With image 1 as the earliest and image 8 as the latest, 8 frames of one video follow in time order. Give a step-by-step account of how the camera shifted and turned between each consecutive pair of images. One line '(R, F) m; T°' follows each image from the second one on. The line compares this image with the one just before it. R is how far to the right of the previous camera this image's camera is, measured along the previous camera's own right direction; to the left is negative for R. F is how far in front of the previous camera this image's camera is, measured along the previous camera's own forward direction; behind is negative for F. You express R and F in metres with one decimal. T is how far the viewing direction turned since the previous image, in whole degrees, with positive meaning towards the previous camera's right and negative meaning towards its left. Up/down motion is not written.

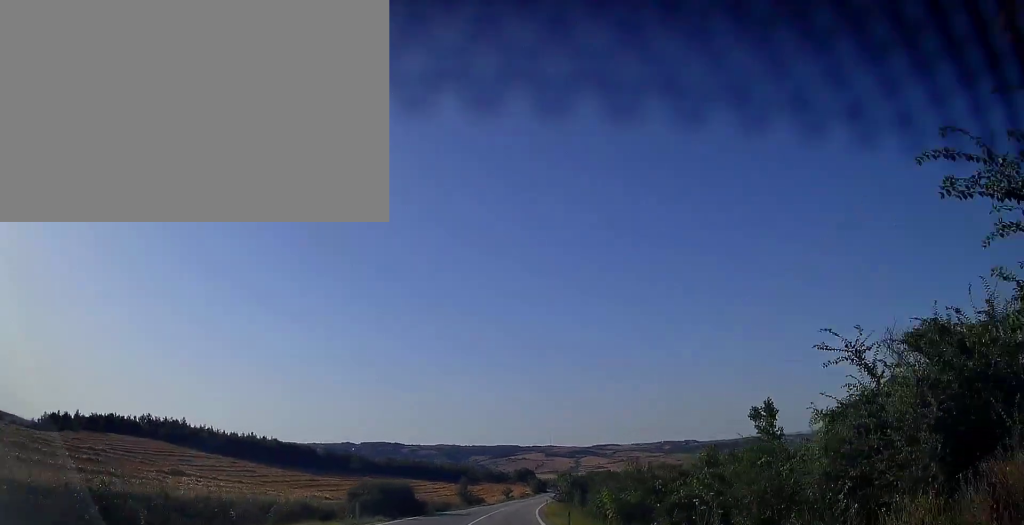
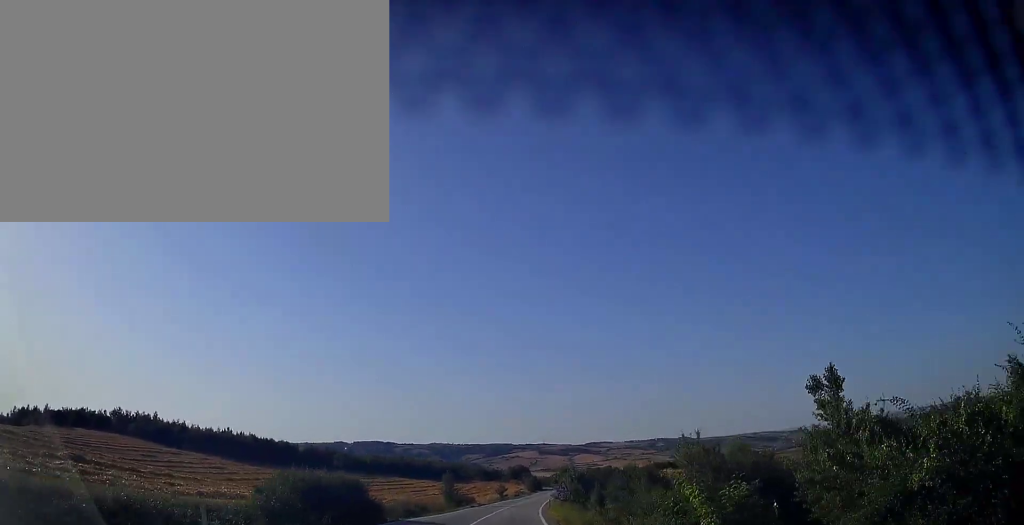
(0.0, +12.5) m; +1°
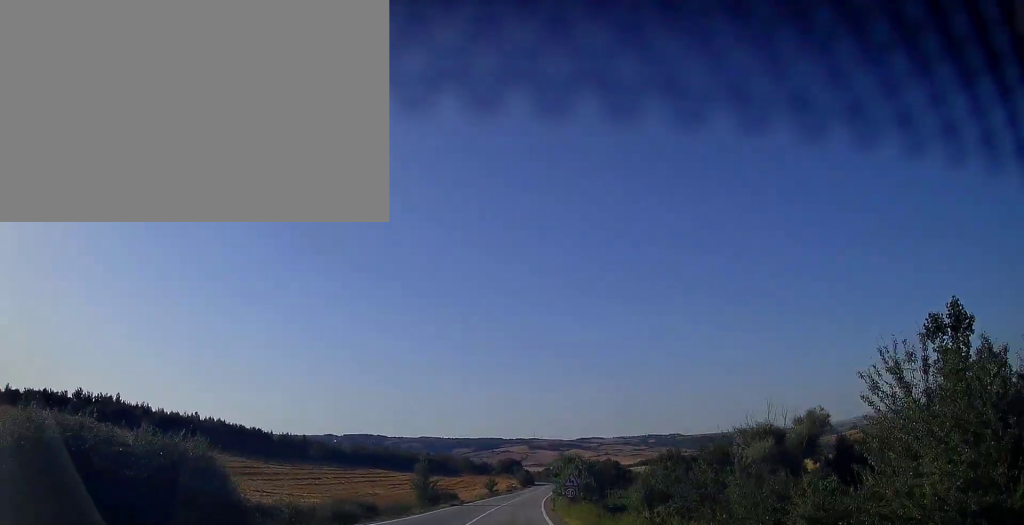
(+0.1, +14.6) m; +1°
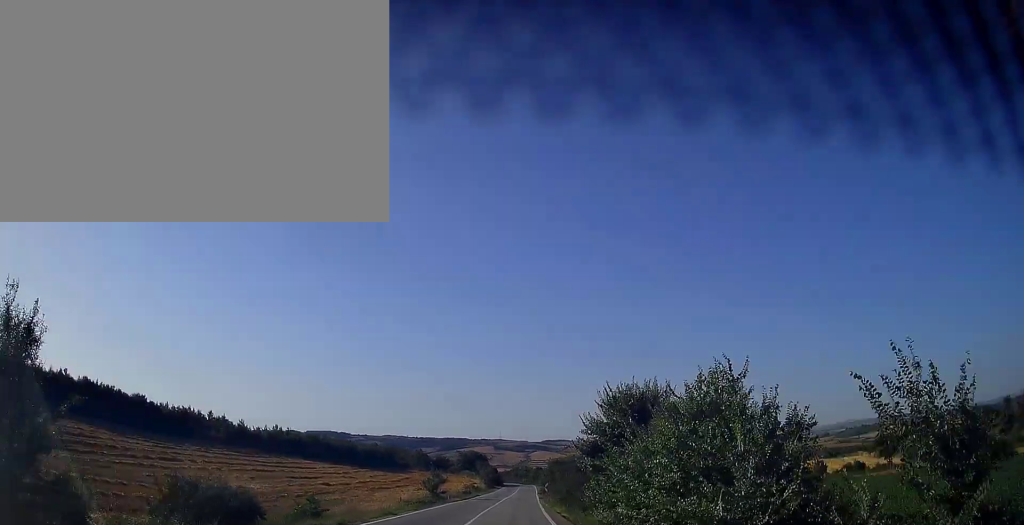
(+1.3, +43.5) m; +3°
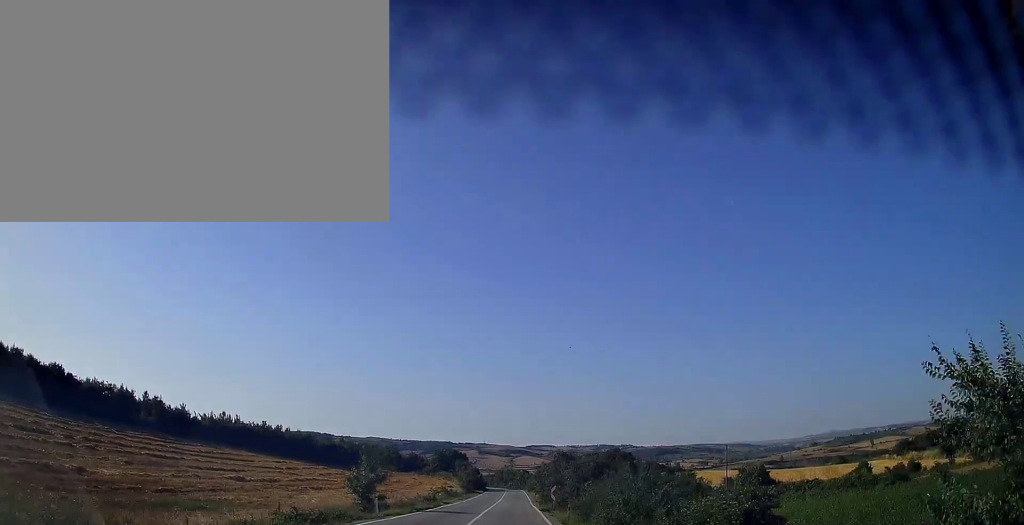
(+0.2, +23.7) m; +1°
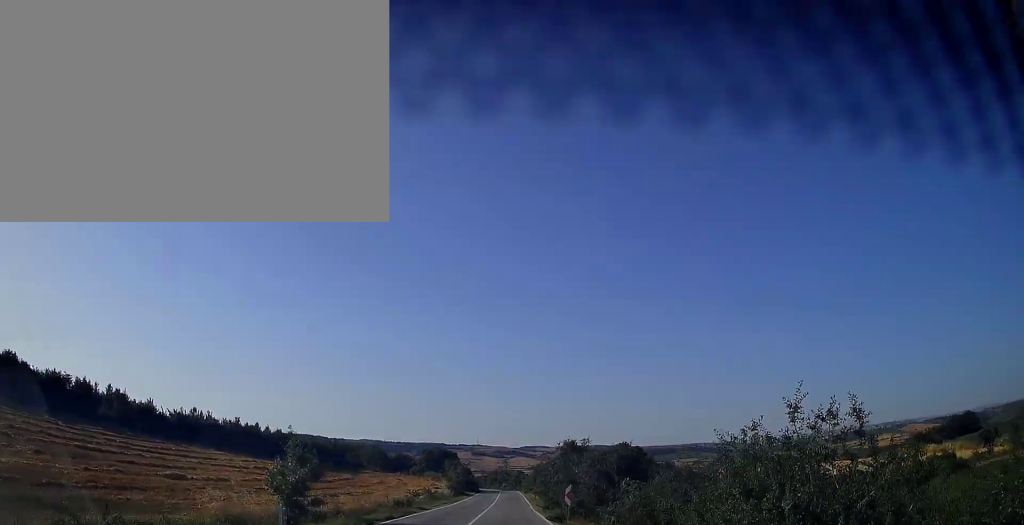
(+0.1, +11.3) m; +1°
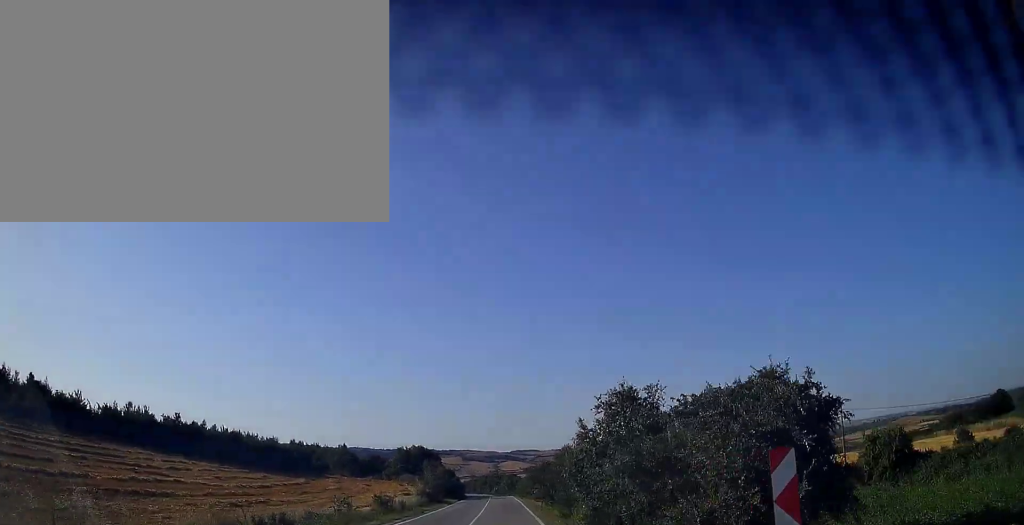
(+0.3, +21.3) m; +1°
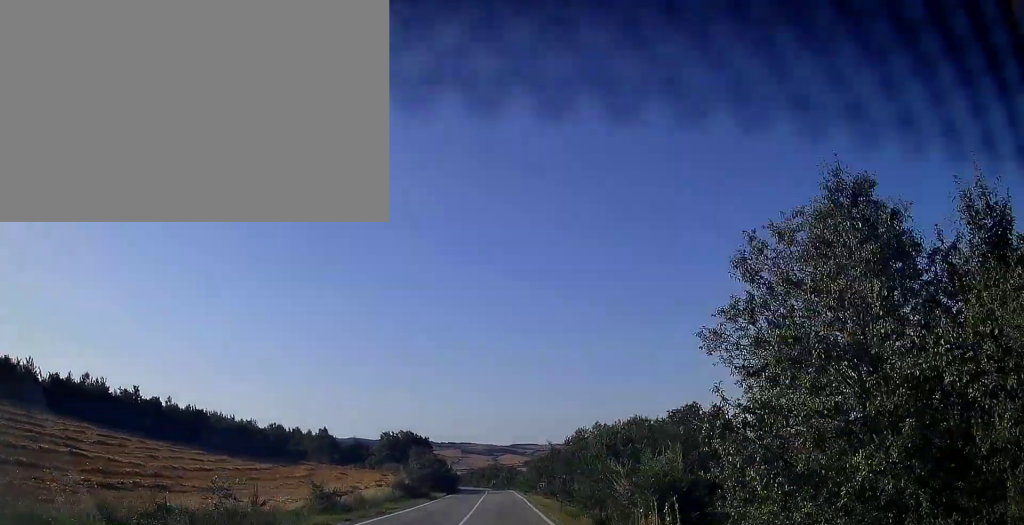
(0.0, +13.6) m; 0°
